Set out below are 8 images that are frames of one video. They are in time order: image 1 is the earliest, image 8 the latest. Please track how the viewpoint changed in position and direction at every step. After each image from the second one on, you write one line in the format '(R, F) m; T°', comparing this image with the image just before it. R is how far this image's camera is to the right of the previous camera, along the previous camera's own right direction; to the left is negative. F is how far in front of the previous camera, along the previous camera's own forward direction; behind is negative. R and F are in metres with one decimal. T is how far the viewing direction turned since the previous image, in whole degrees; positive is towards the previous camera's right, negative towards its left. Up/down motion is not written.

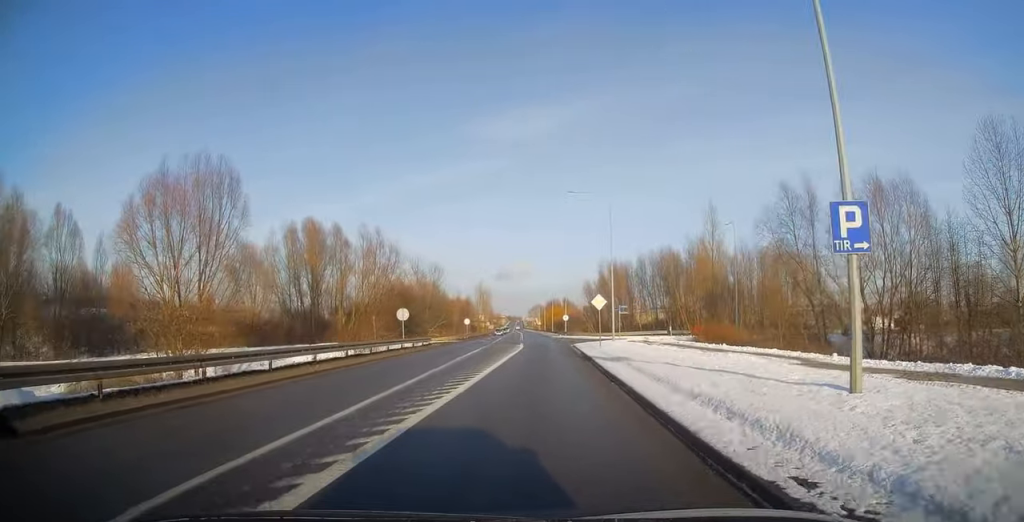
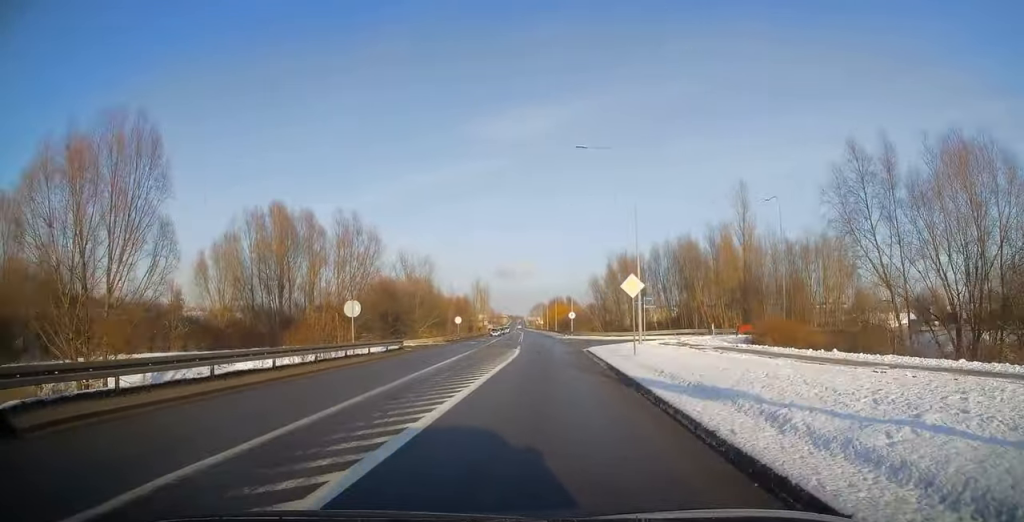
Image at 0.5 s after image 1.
(0.0, +11.0) m; 0°
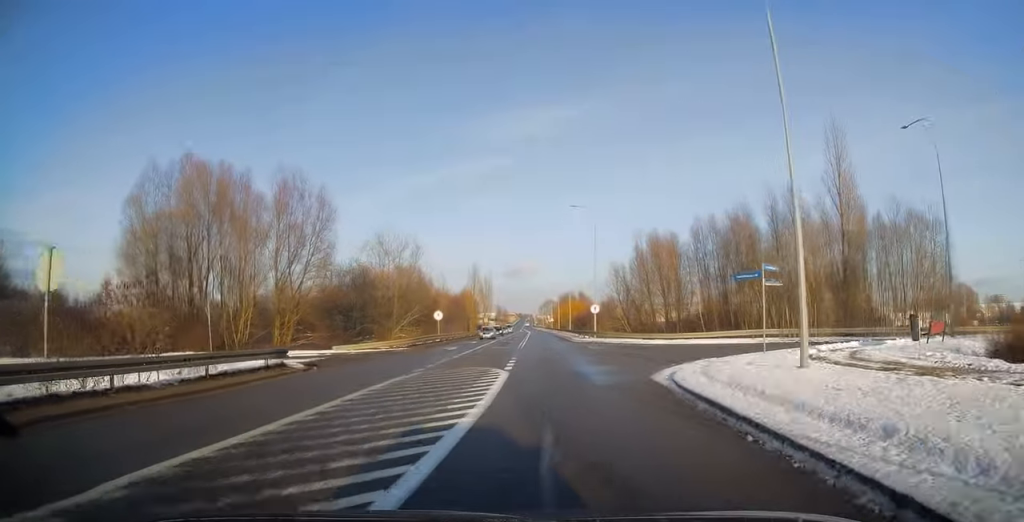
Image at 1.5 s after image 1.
(+0.1, +19.9) m; 0°
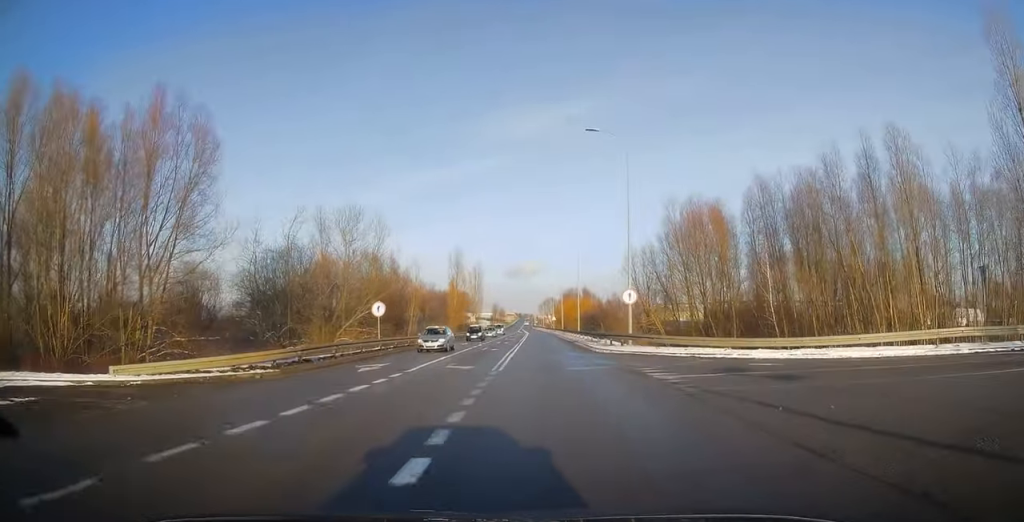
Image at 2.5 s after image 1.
(-0.1, +20.5) m; -1°
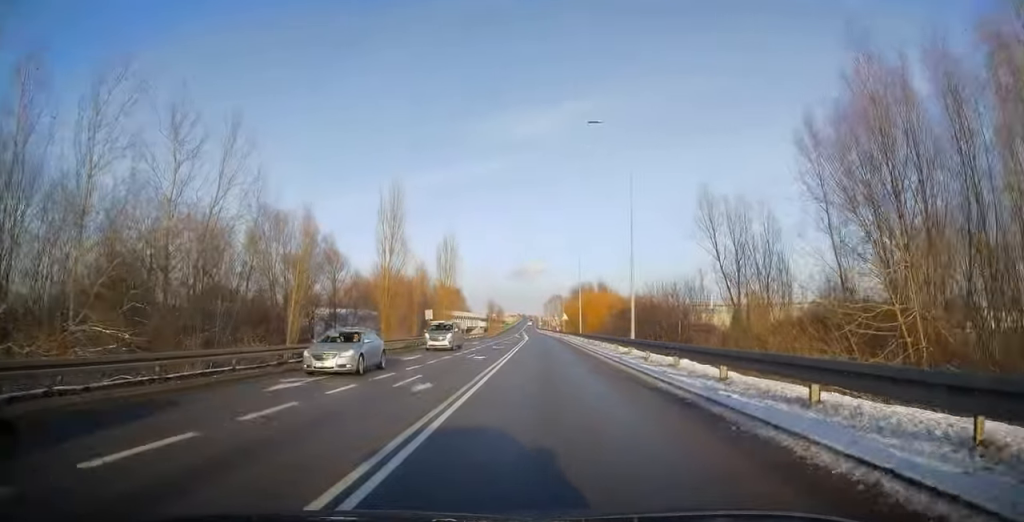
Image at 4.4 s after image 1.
(-0.2, +37.3) m; 0°
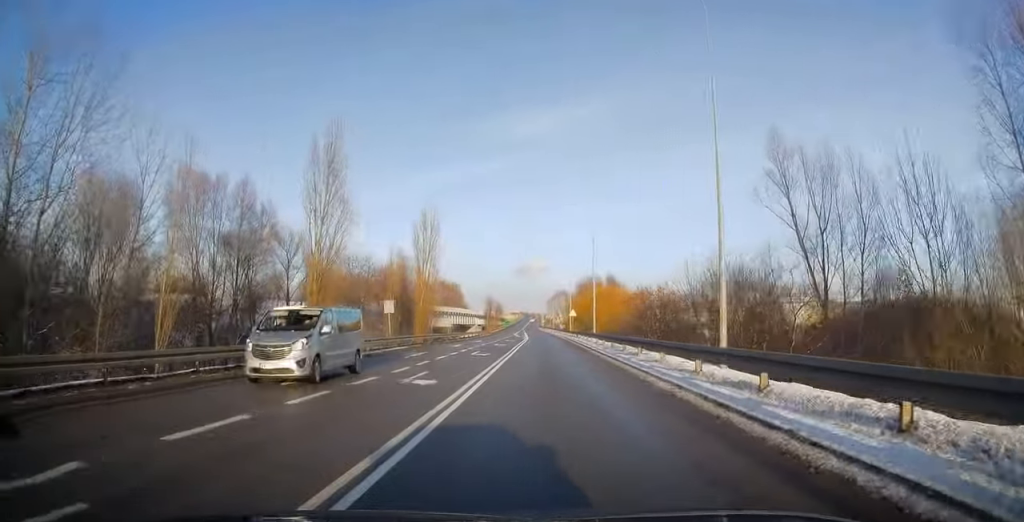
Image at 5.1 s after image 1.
(-0.1, +14.1) m; 0°
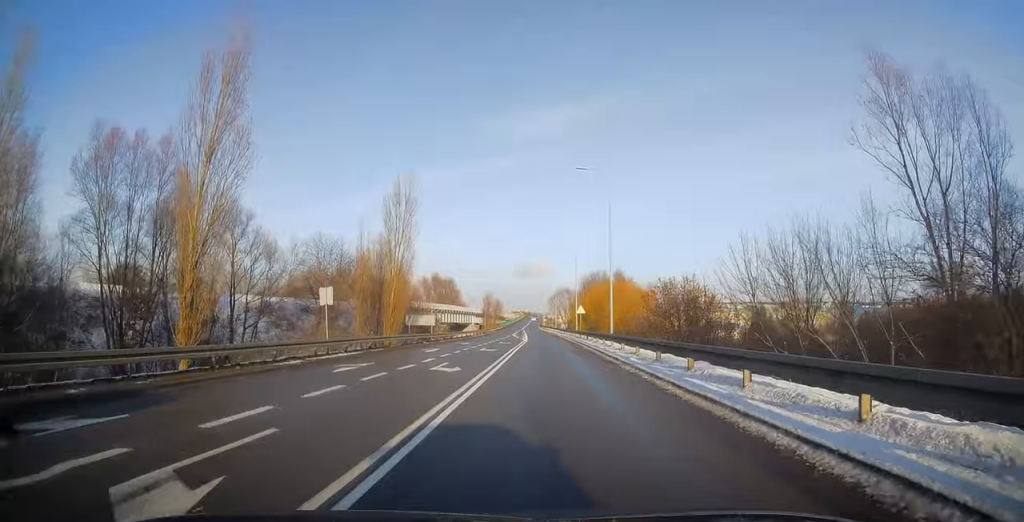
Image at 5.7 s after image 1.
(+0.2, +11.1) m; 0°
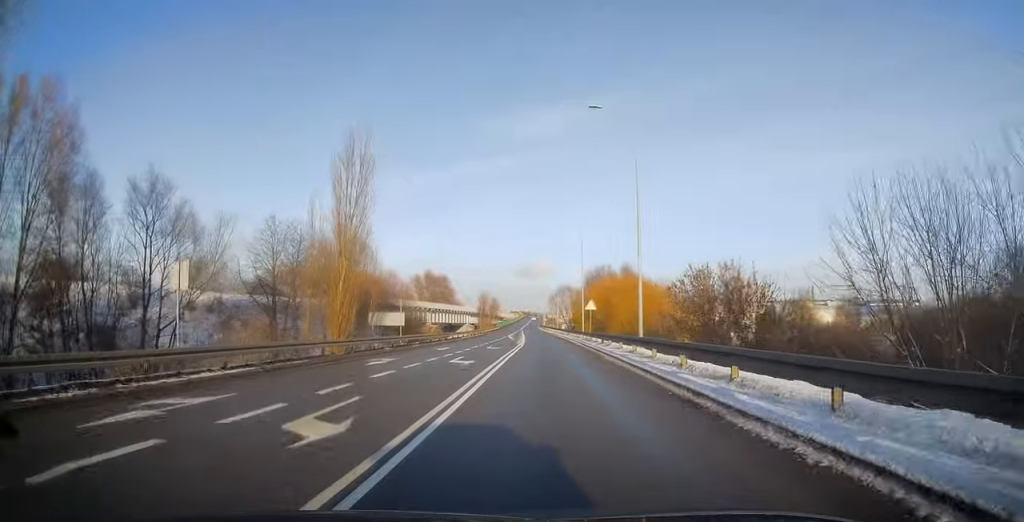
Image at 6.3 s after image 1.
(-0.1, +11.3) m; -1°
